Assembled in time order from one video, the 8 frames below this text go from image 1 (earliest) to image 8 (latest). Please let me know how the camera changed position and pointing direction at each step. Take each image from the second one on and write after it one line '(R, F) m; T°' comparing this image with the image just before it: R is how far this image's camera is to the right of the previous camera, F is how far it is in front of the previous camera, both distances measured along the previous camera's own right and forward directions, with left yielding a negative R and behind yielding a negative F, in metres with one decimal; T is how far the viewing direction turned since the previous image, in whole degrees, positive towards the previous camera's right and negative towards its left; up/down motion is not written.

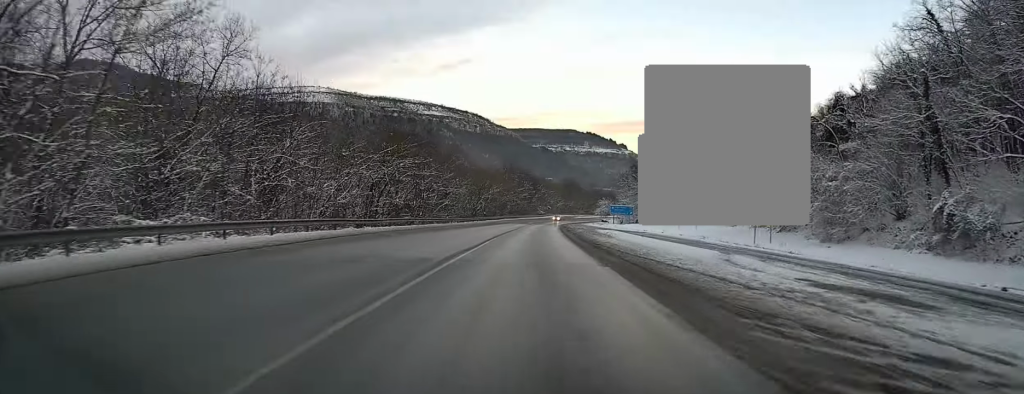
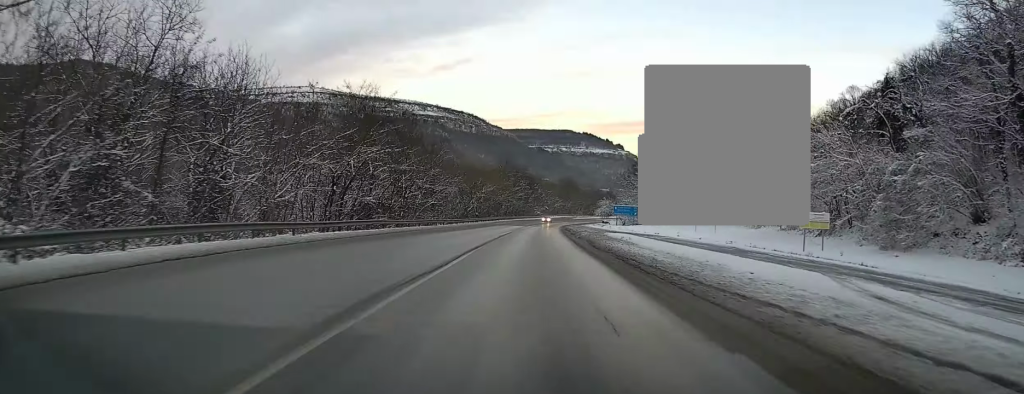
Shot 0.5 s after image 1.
(+0.1, +9.8) m; +1°
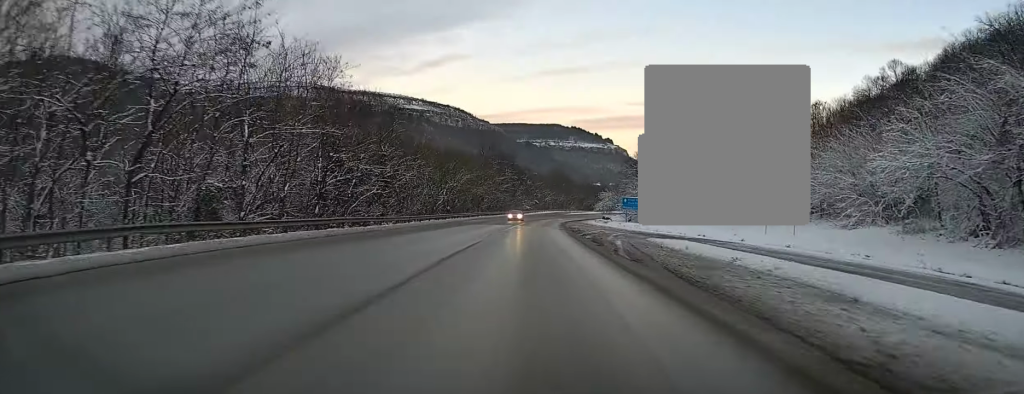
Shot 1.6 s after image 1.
(+0.2, +24.5) m; 0°
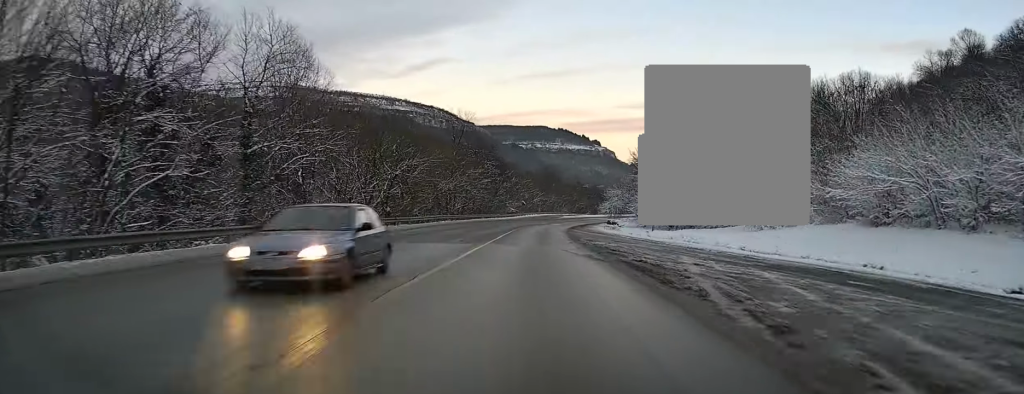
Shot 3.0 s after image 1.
(+0.3, +29.4) m; +2°
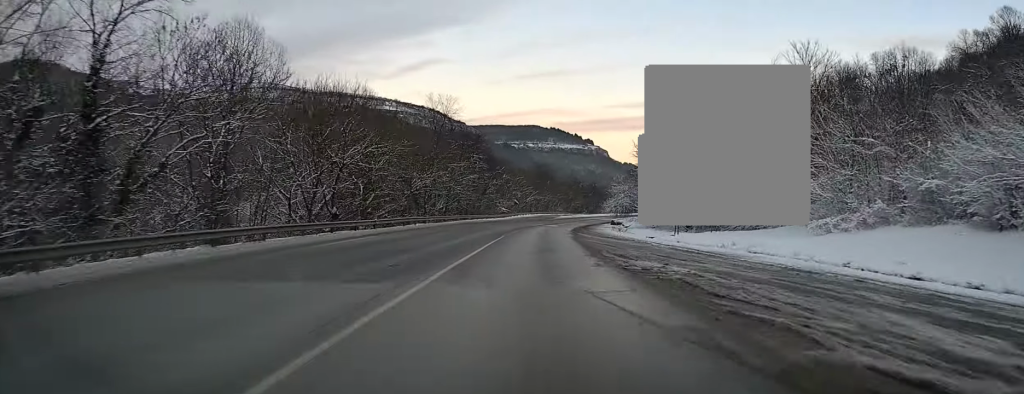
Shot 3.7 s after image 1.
(+0.3, +13.3) m; +1°
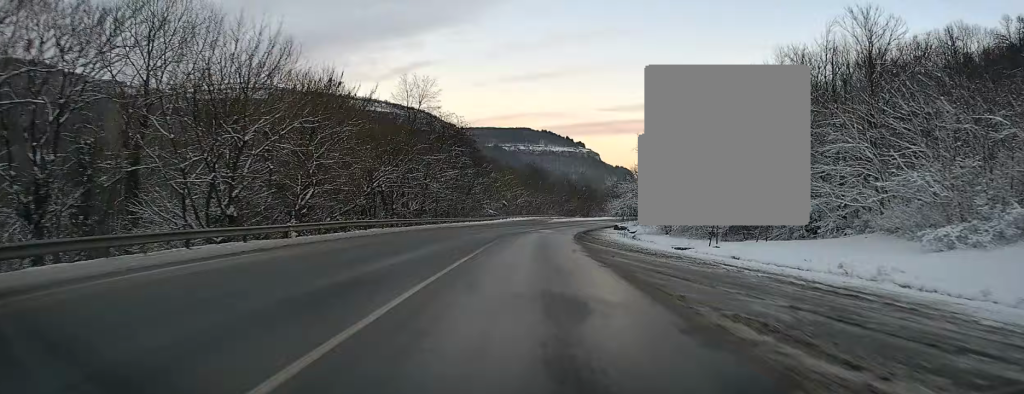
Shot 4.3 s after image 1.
(-0.1, +13.3) m; +1°
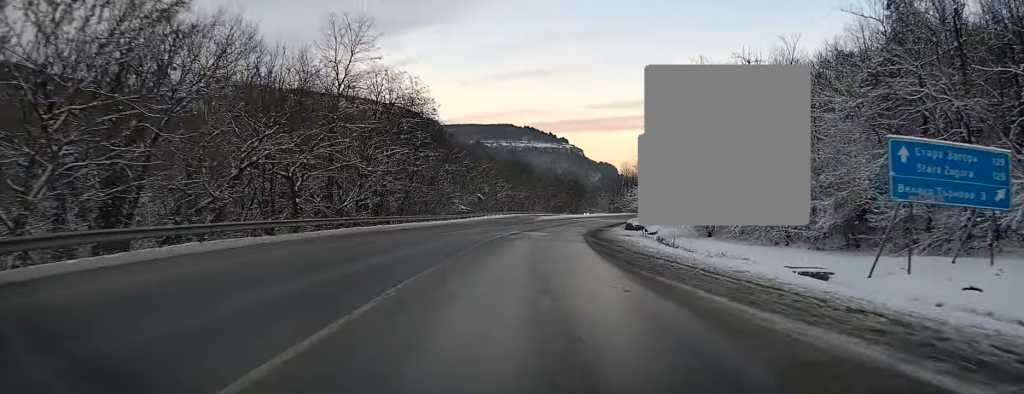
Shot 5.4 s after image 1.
(+0.3, +22.5) m; +1°
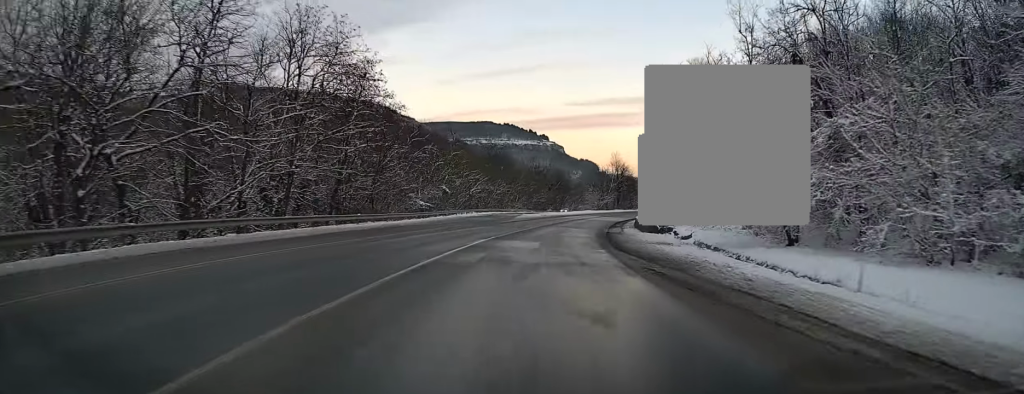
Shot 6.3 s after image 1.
(+0.2, +19.1) m; +2°
